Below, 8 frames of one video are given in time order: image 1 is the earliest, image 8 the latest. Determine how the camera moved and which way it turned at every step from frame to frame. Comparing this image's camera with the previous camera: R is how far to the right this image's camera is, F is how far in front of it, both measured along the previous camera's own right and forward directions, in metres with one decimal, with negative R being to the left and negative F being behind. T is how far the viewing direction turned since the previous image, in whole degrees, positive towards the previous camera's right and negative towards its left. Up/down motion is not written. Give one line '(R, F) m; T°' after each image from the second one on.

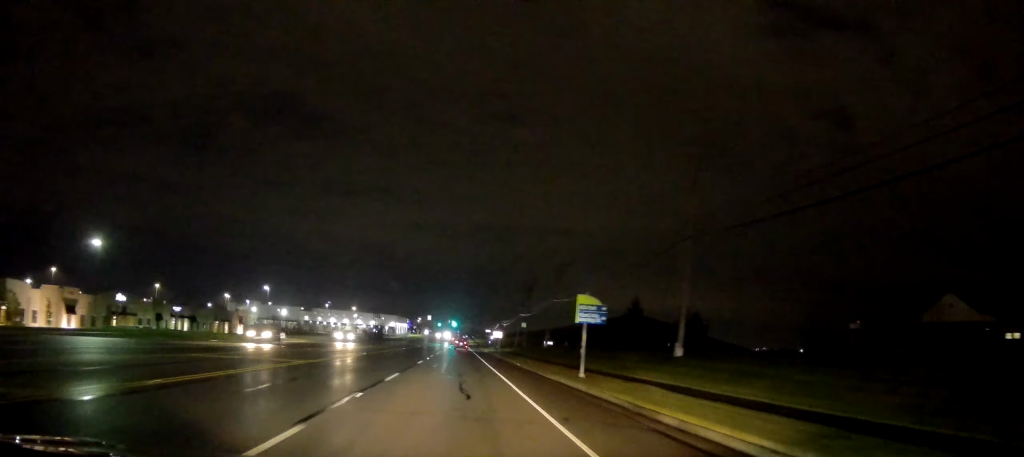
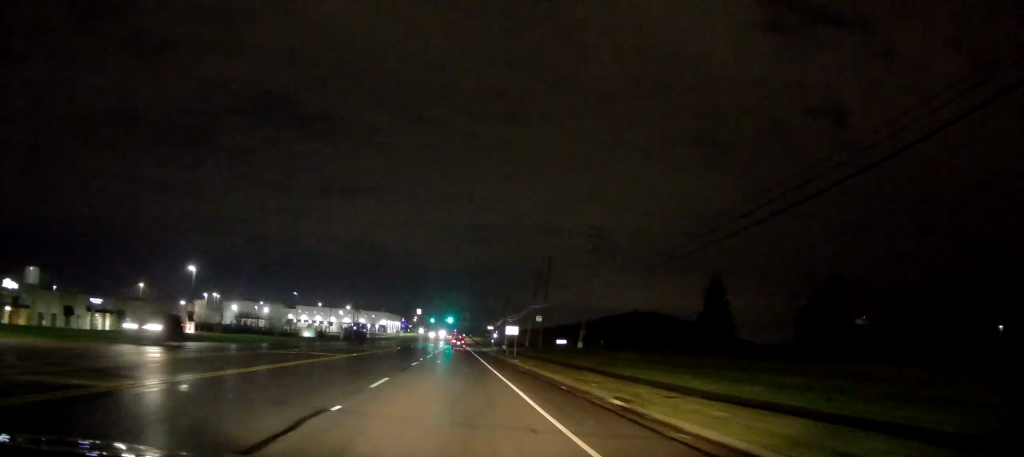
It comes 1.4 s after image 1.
(0.0, +29.3) m; 0°
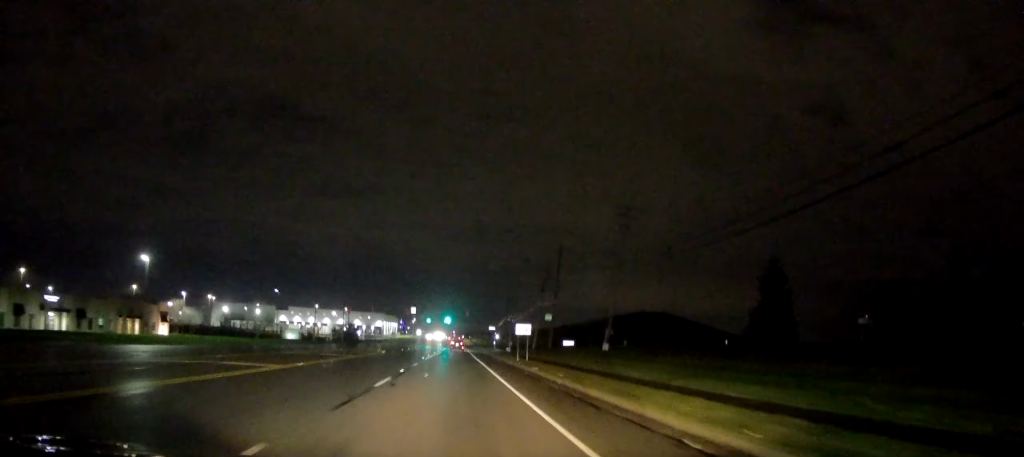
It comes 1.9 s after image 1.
(0.0, +11.6) m; 0°
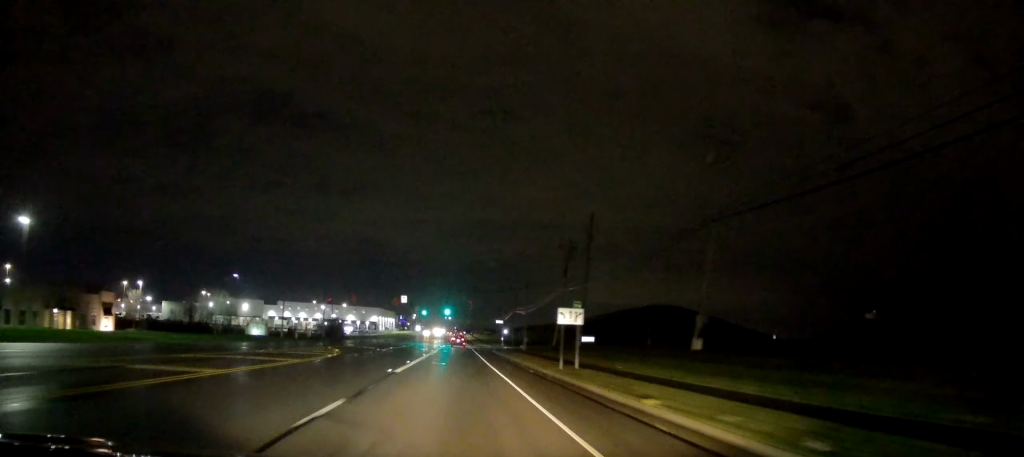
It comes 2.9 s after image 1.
(-0.1, +19.0) m; -1°
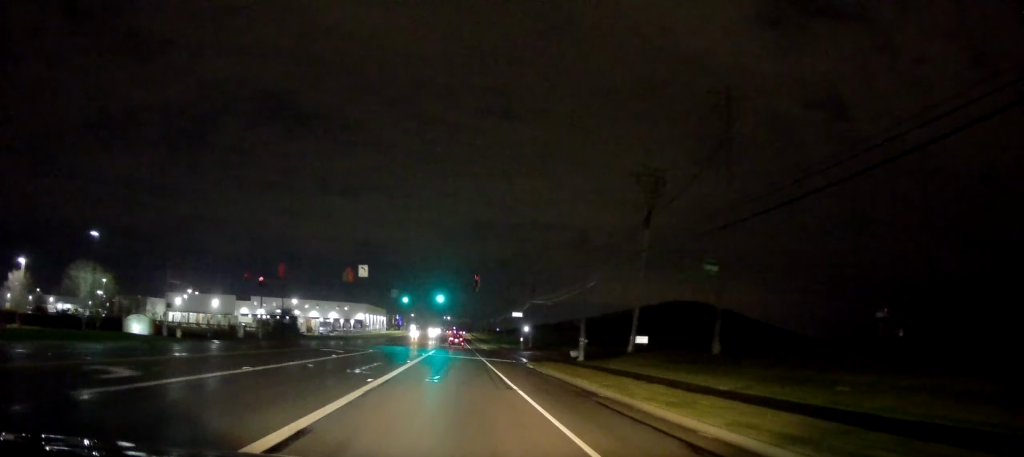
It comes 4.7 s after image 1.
(-0.1, +32.2) m; +1°
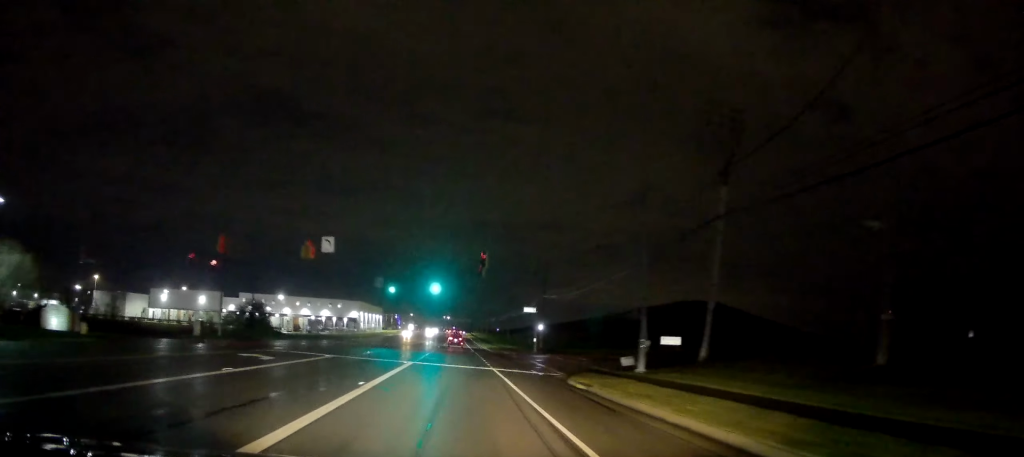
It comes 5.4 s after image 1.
(+0.1, +13.8) m; +1°
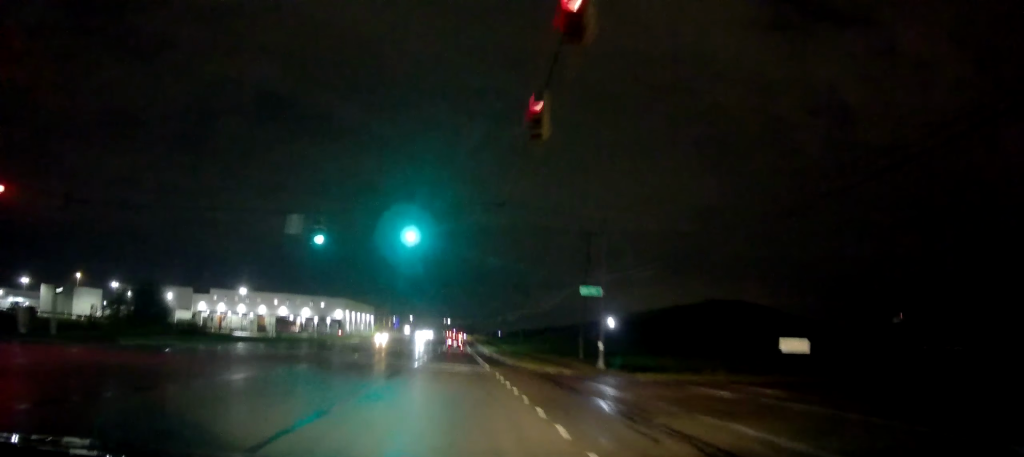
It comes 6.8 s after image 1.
(0.0, +30.8) m; -1°
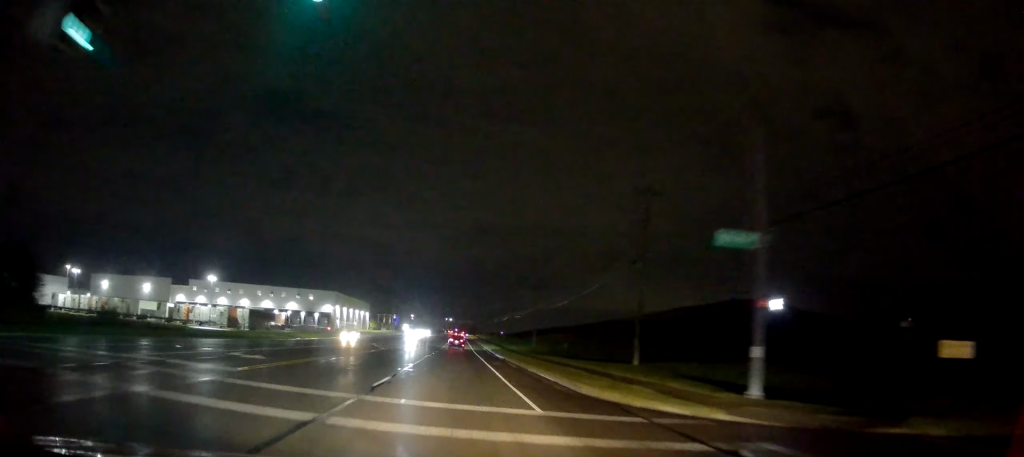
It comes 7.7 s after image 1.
(-0.3, +20.8) m; -1°
